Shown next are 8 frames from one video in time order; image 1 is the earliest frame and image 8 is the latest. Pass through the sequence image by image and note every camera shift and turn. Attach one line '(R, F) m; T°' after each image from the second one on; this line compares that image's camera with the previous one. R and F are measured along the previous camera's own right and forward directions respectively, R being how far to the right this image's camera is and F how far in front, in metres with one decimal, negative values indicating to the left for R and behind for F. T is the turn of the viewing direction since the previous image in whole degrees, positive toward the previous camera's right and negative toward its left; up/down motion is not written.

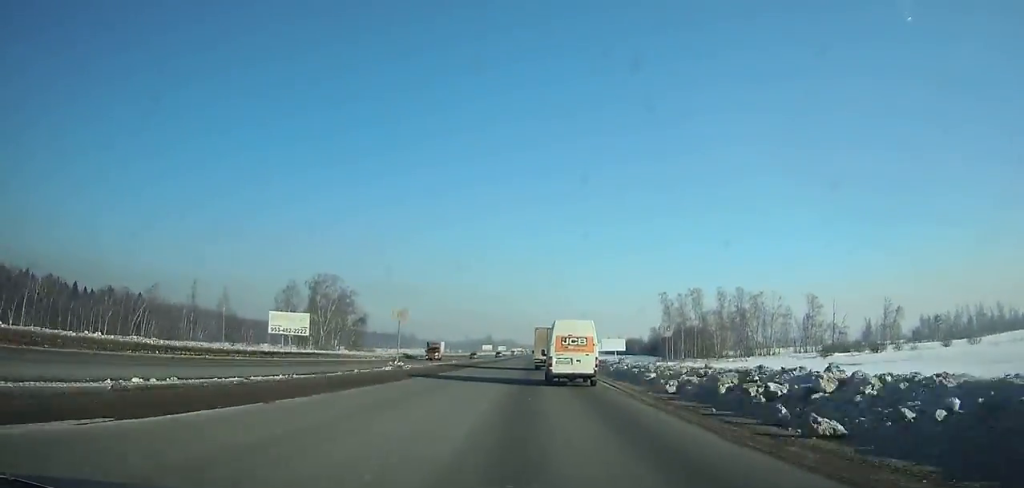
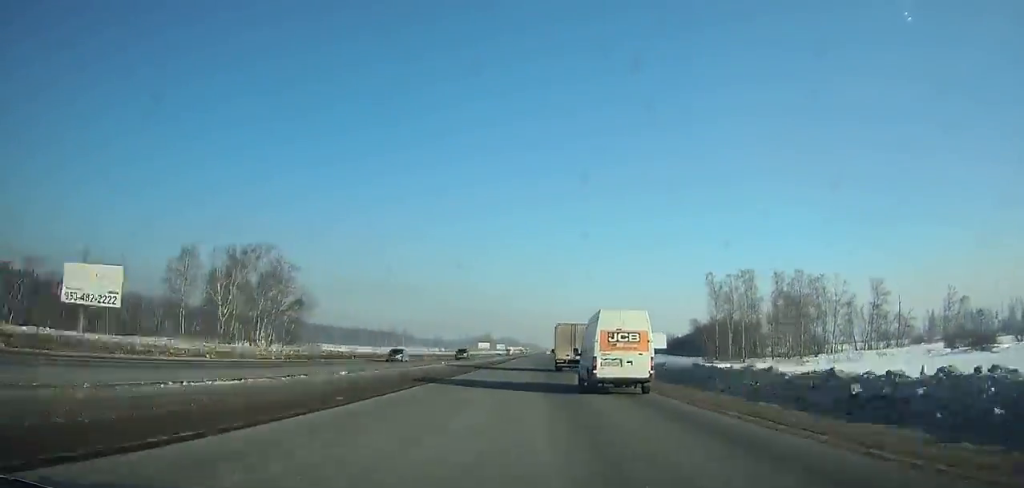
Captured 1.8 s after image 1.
(-0.3, +42.4) m; 0°
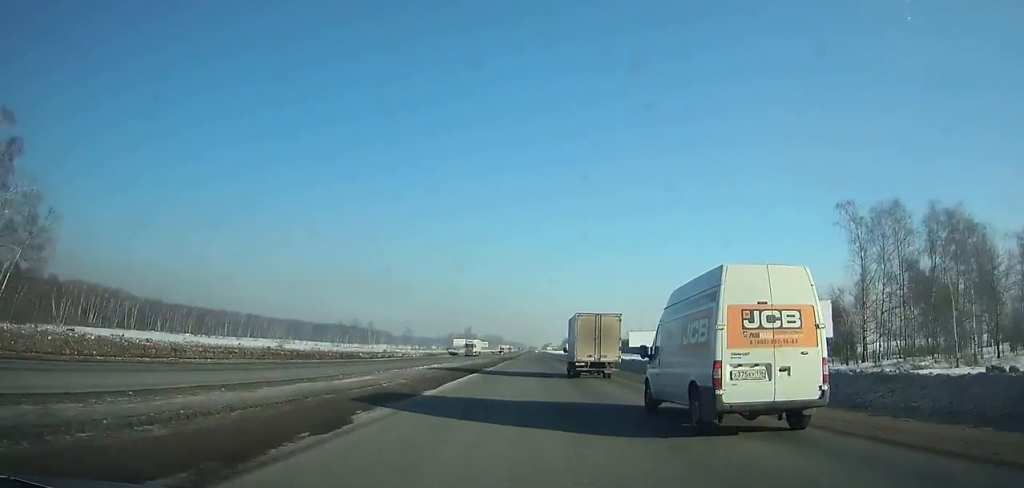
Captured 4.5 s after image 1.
(+0.7, +66.2) m; +1°
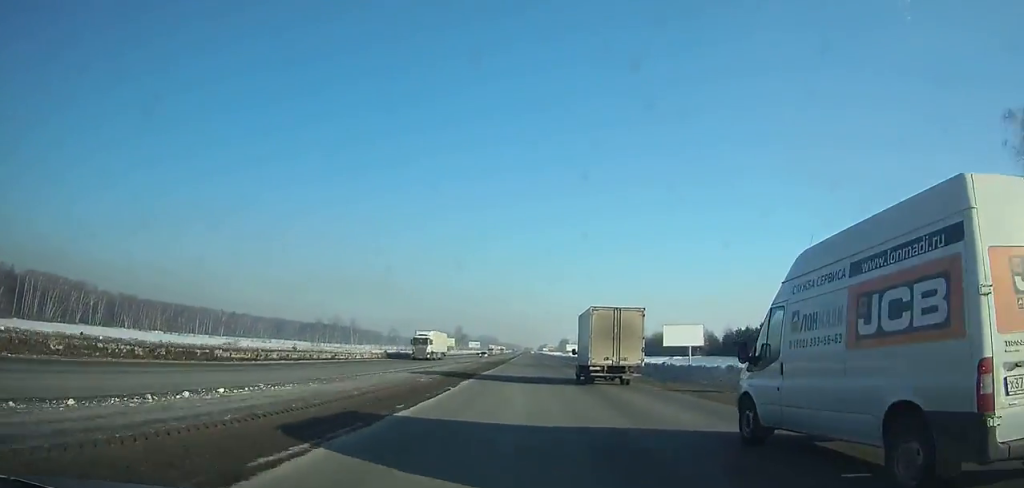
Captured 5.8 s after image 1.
(+0.1, +32.8) m; 0°
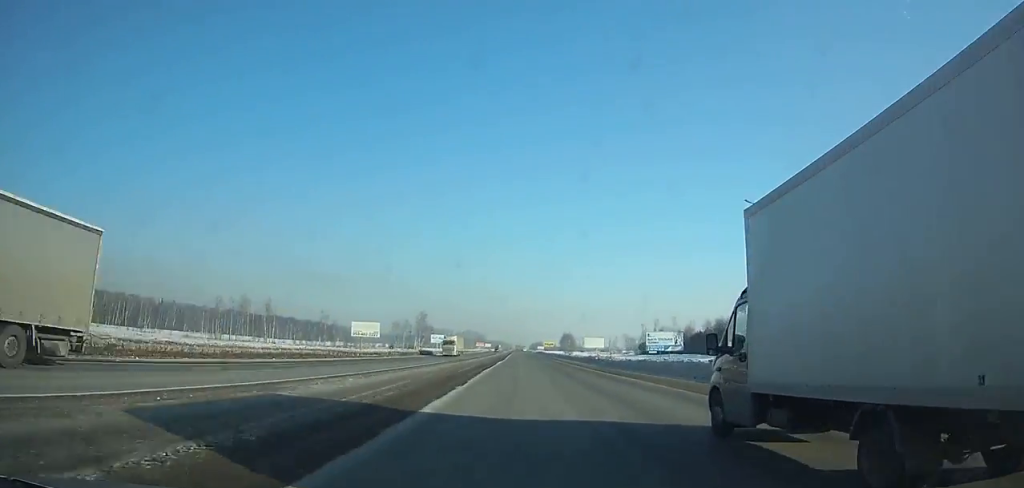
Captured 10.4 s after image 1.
(+0.7, +118.0) m; +1°
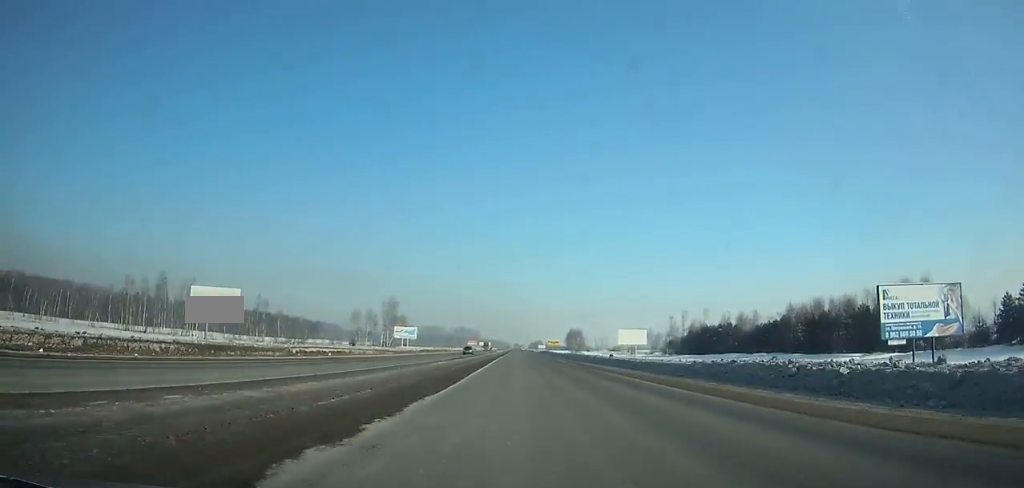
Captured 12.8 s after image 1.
(+0.2, +62.6) m; 0°
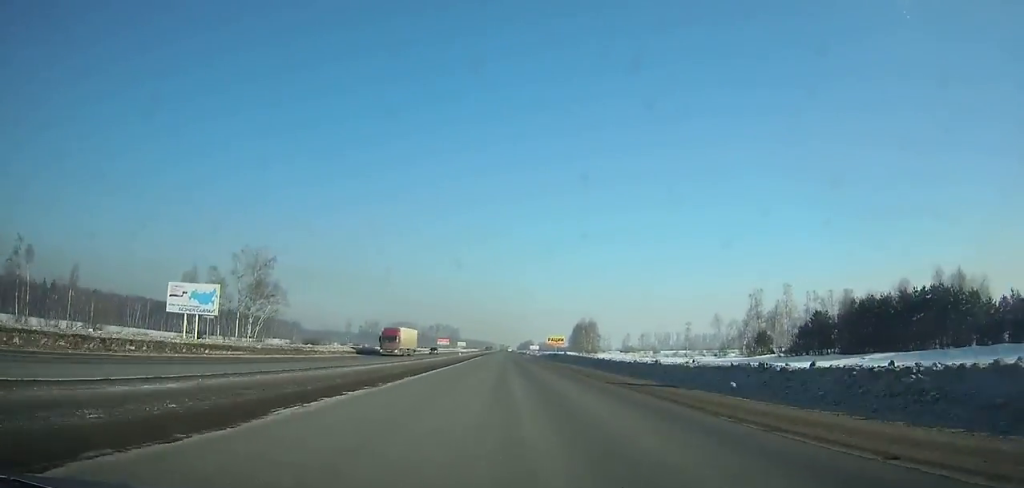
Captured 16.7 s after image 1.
(+0.6, +101.4) m; 0°
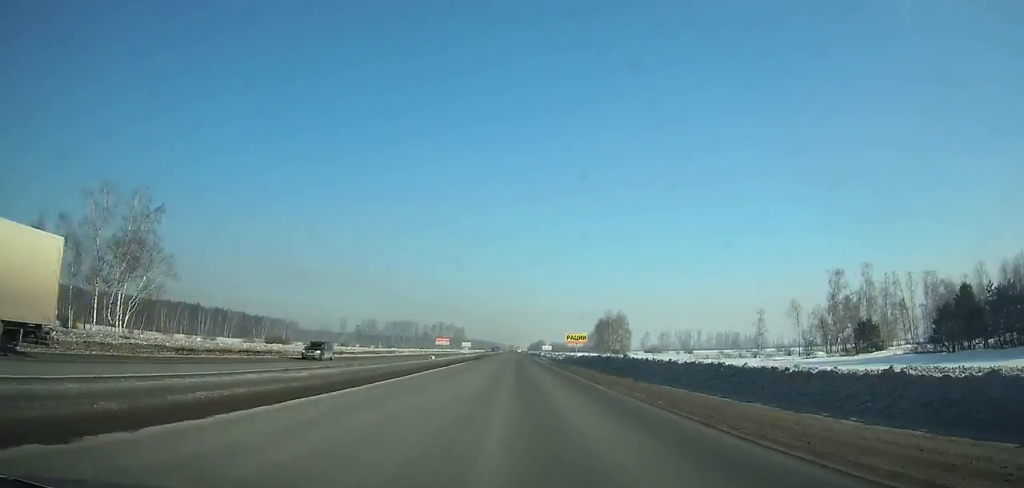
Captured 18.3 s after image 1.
(-0.2, +41.1) m; 0°
